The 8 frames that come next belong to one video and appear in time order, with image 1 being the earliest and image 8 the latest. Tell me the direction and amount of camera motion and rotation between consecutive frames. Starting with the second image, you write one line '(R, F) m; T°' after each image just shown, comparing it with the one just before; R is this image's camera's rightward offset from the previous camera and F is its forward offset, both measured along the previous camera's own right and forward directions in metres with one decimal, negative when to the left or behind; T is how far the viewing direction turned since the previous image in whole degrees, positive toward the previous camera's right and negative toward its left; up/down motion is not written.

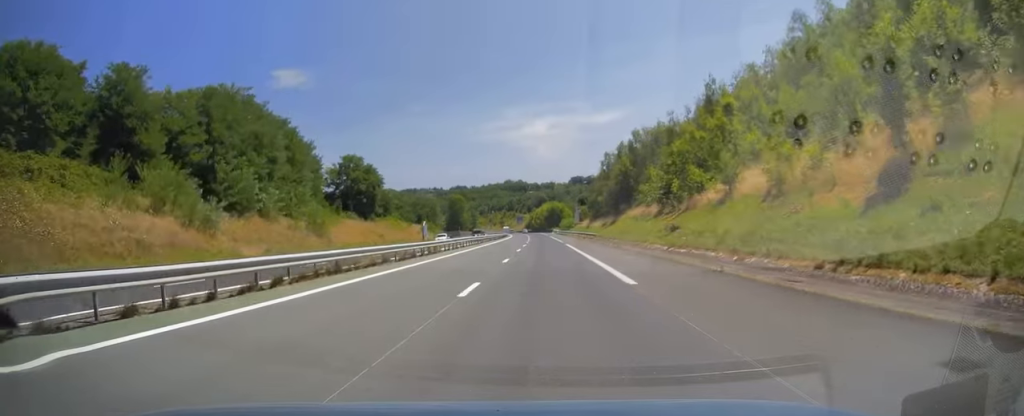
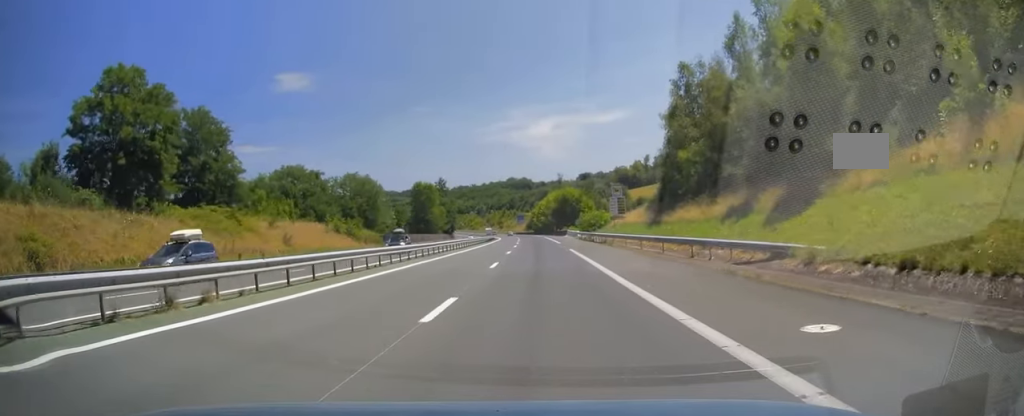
(0.0, +67.6) m; 0°
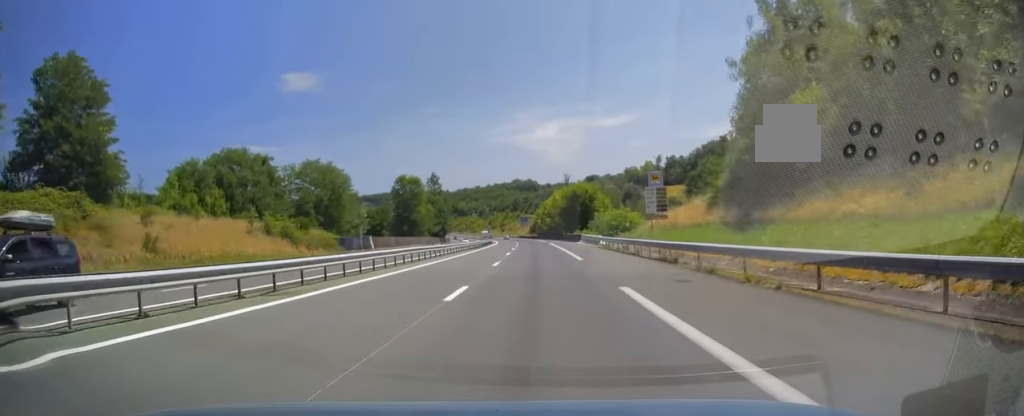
(0.0, +22.7) m; -1°
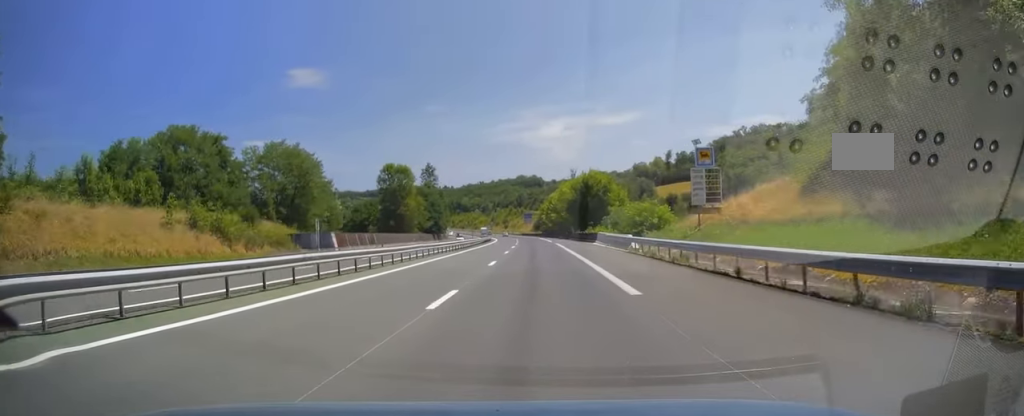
(-0.2, +14.6) m; 0°
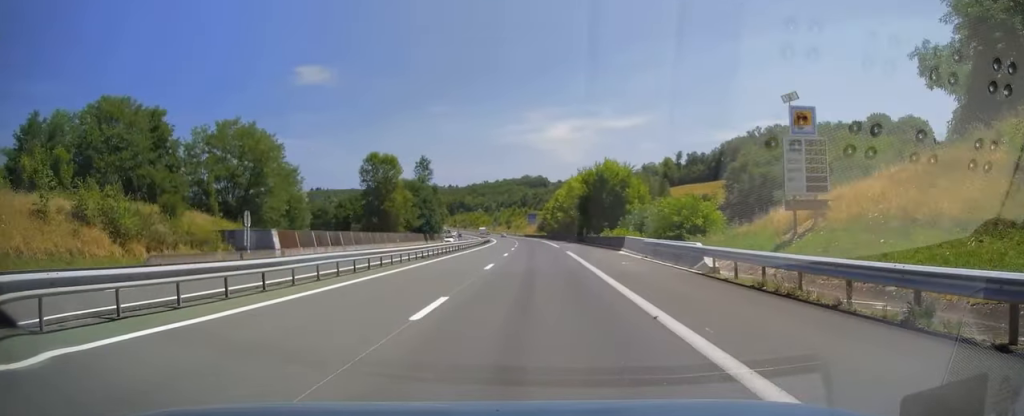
(-0.1, +14.1) m; 0°
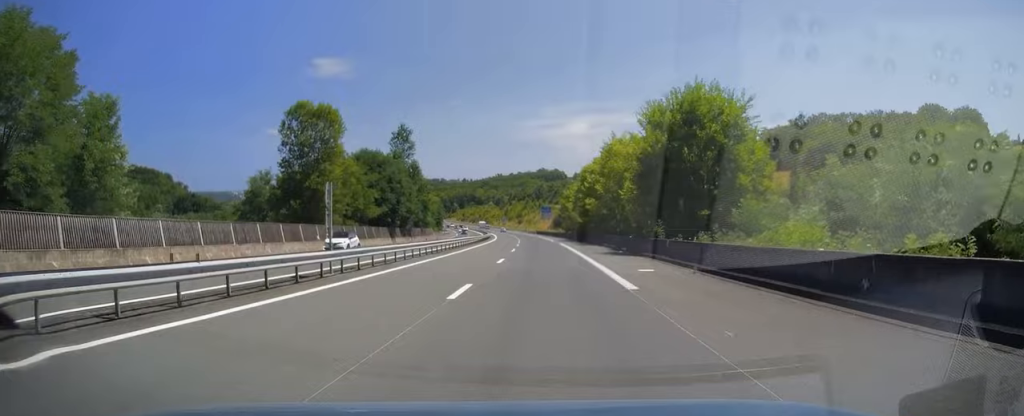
(-0.1, +36.3) m; 0°
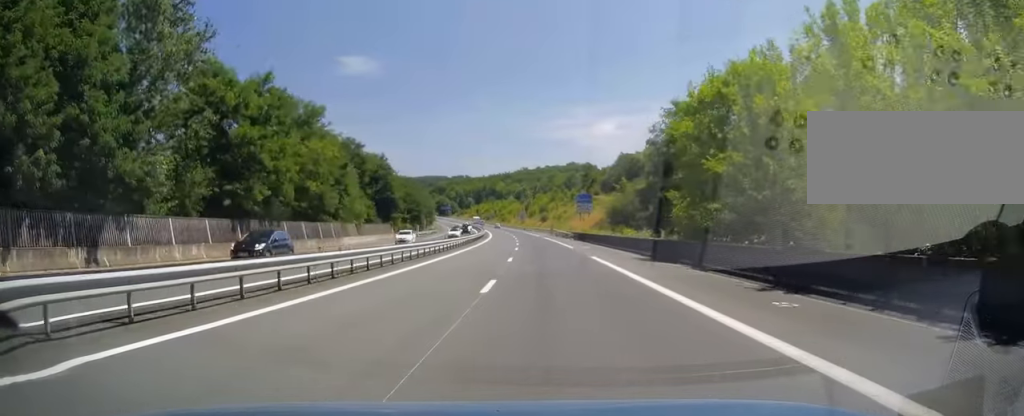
(-2.1, +76.3) m; -3°
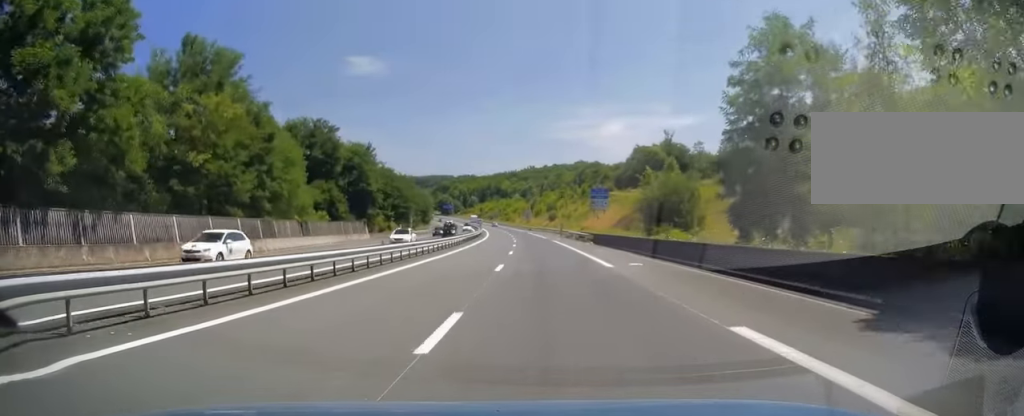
(+0.3, +19.5) m; -1°
